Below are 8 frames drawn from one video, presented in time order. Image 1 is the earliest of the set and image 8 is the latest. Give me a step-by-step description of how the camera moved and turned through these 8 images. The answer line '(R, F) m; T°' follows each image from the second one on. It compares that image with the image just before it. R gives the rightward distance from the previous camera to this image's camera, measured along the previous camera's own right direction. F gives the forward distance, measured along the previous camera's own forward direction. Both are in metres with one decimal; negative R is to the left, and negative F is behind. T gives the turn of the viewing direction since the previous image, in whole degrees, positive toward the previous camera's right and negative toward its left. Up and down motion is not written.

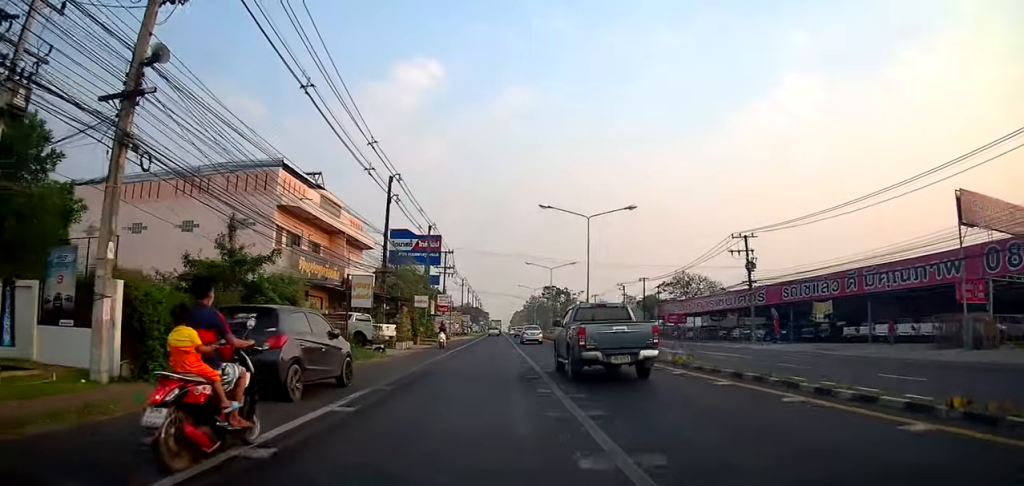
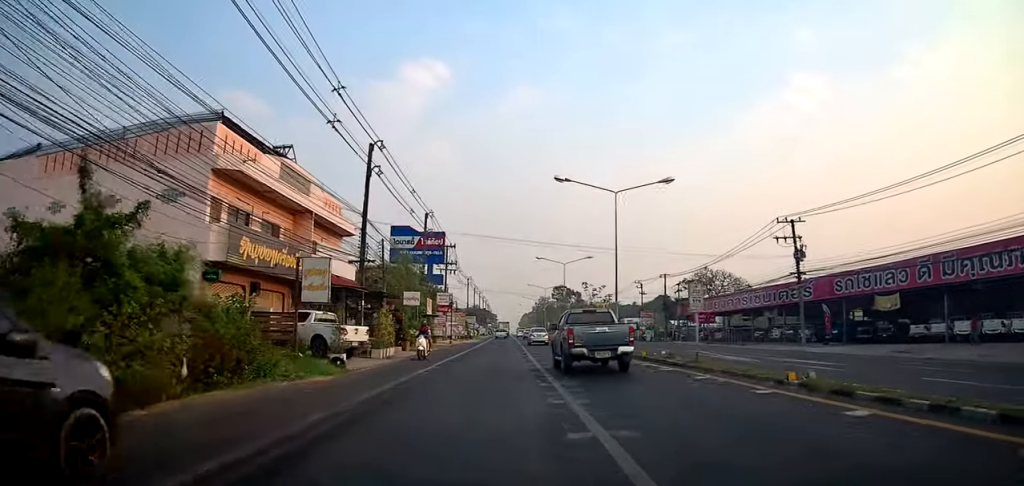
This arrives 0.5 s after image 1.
(0.0, +7.7) m; 0°
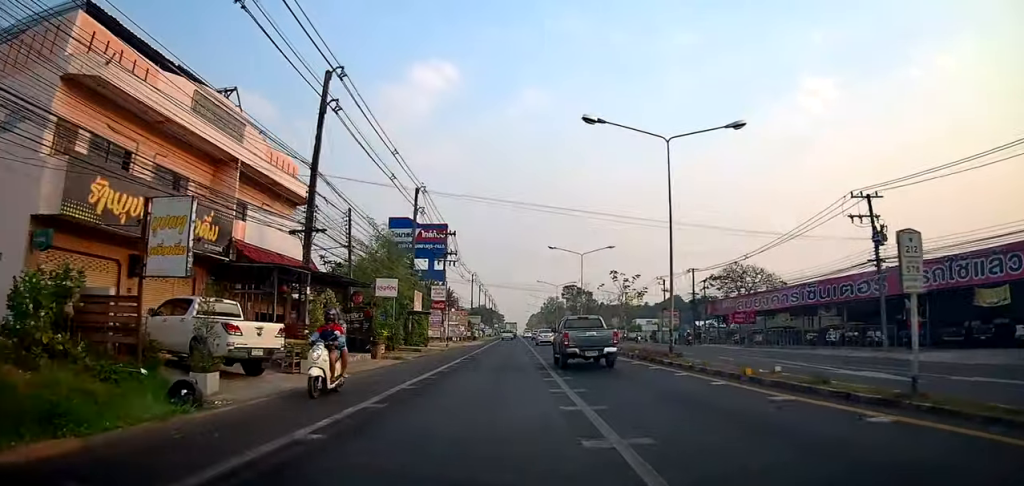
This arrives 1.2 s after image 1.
(0.0, +9.5) m; 0°
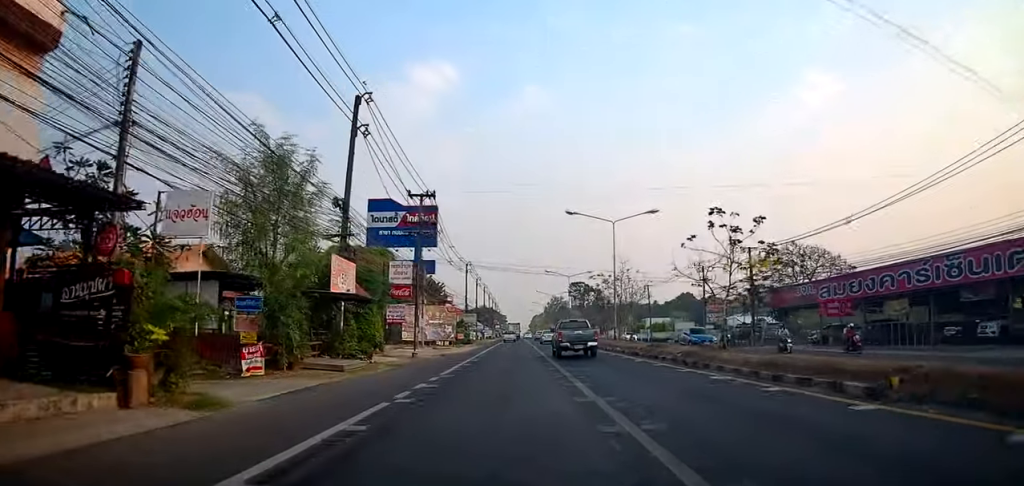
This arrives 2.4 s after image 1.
(0.0, +17.3) m; 0°
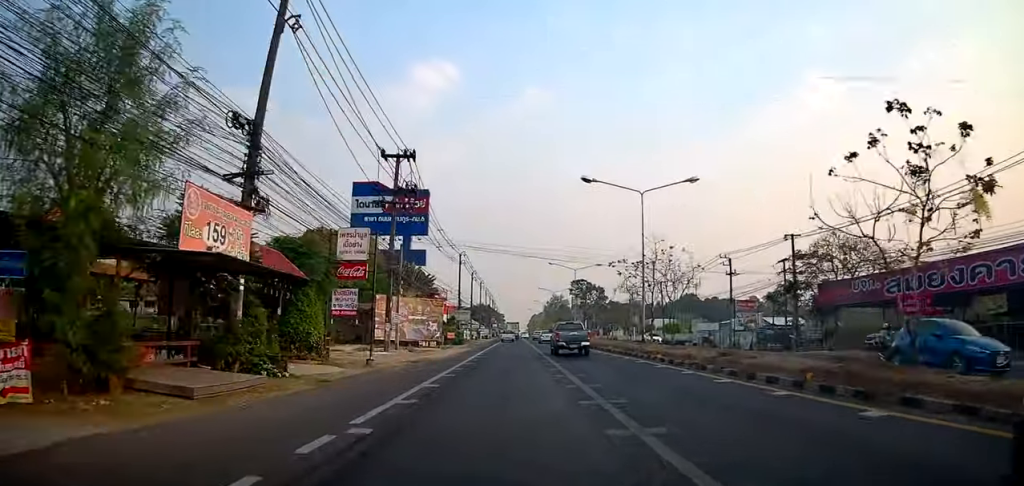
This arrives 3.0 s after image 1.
(0.0, +9.1) m; 0°
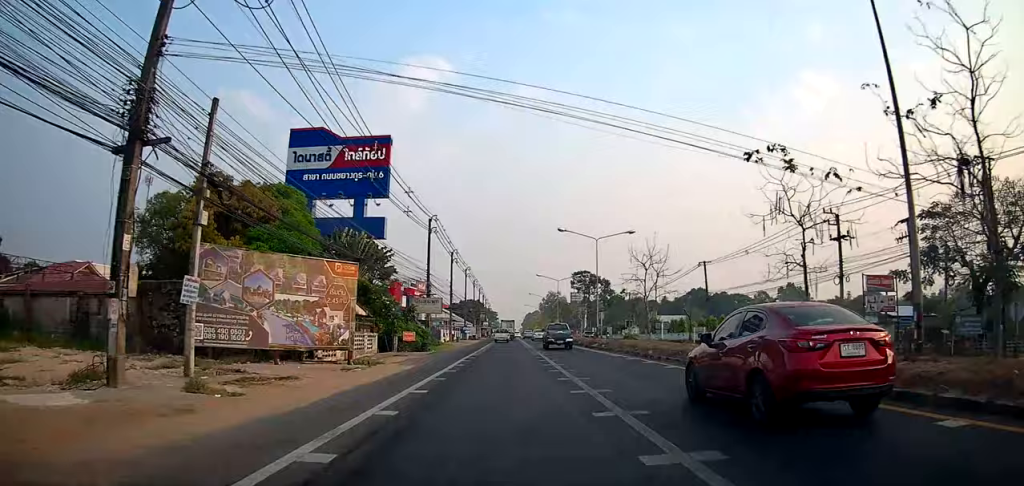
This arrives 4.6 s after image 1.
(-0.1, +22.8) m; -3°
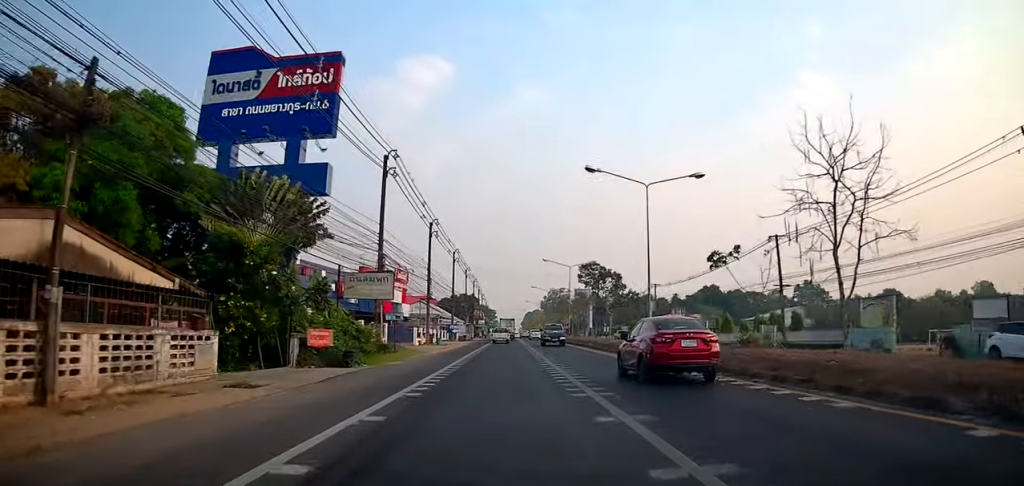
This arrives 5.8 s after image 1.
(-0.6, +18.5) m; +1°
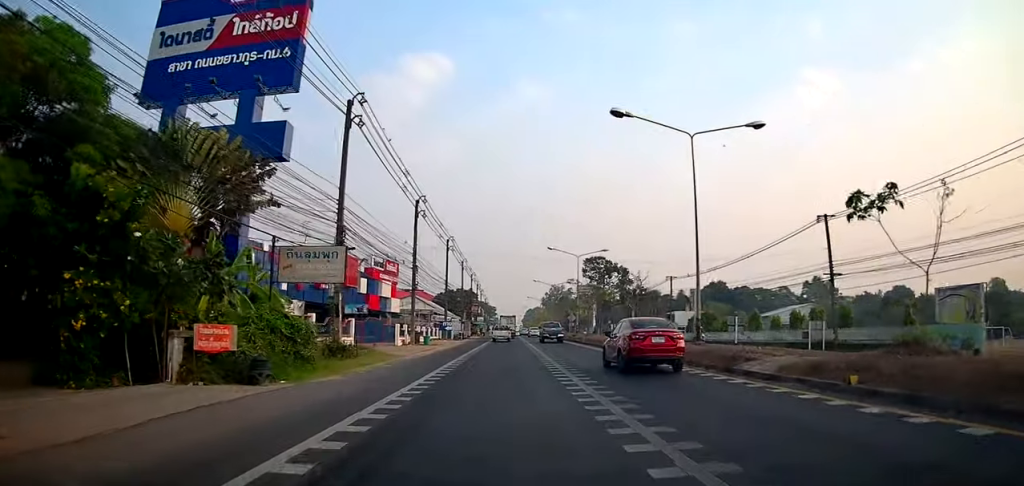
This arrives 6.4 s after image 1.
(+0.3, +7.9) m; +2°
